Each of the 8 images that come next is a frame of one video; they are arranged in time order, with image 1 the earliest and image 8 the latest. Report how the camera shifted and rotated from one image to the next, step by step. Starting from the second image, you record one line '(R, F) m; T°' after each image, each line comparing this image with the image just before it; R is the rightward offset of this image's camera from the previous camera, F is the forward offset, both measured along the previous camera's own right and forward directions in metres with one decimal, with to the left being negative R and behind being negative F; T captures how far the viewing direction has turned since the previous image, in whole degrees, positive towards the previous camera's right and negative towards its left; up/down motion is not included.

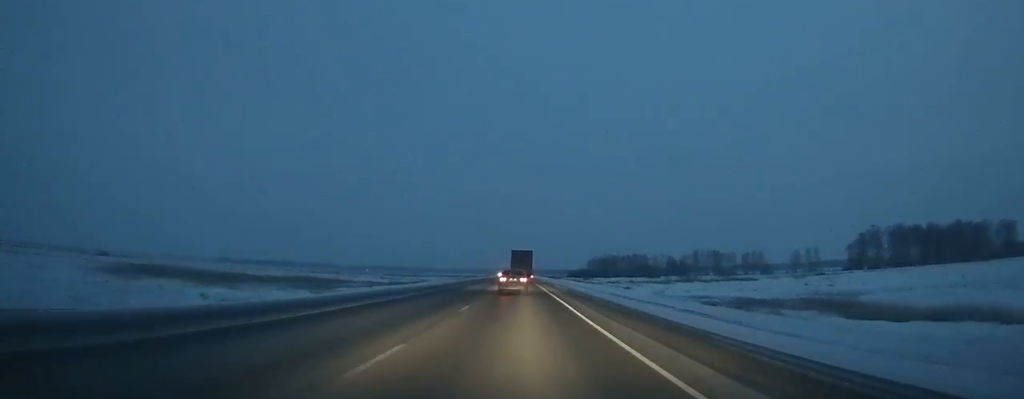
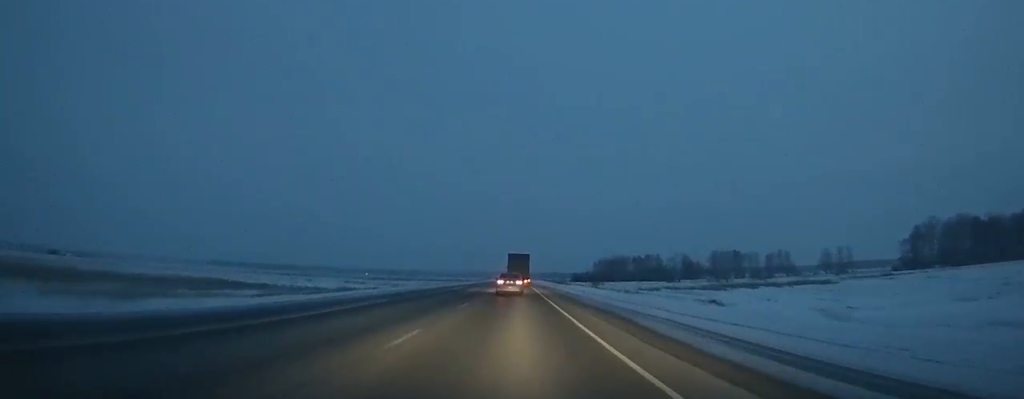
(0.0, +44.6) m; 0°
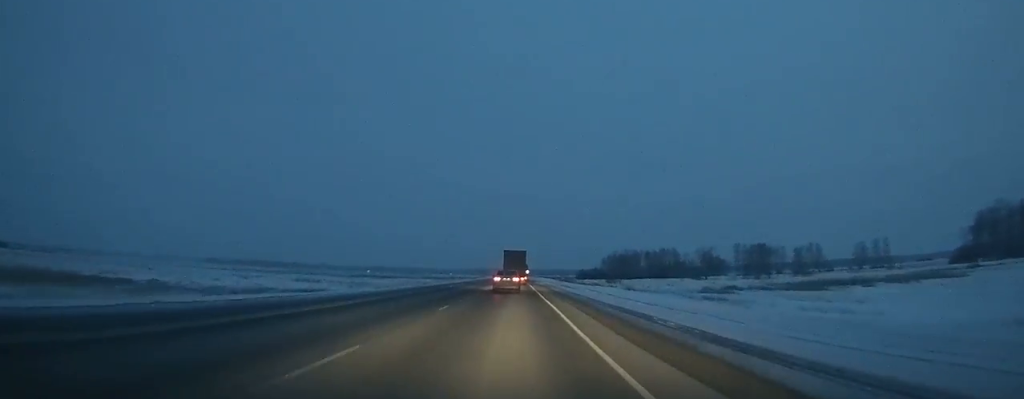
(+0.1, +38.5) m; 0°
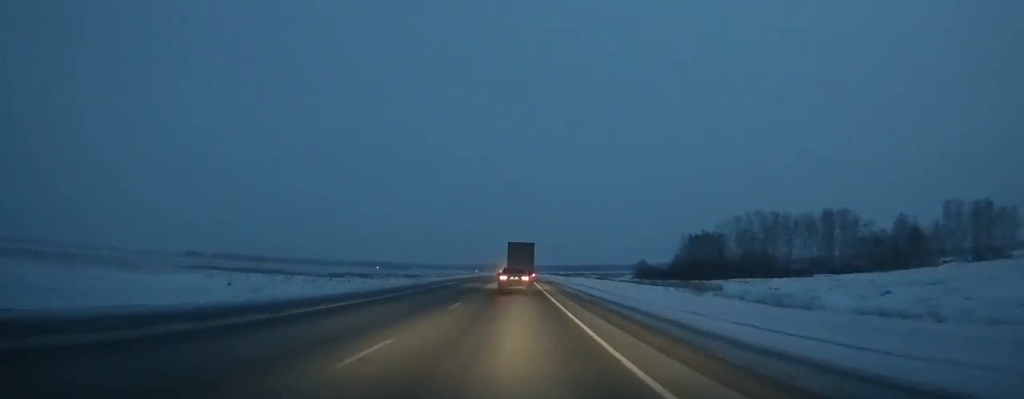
(-0.4, +175.1) m; 0°
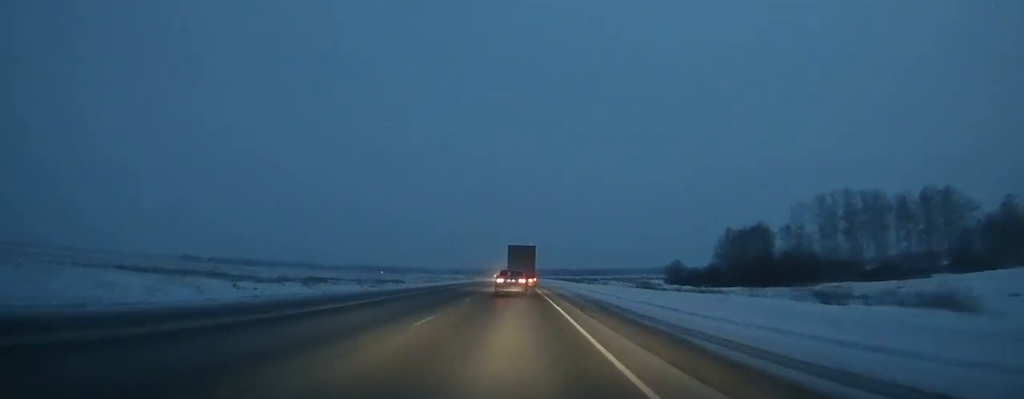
(0.0, +42.7) m; 0°
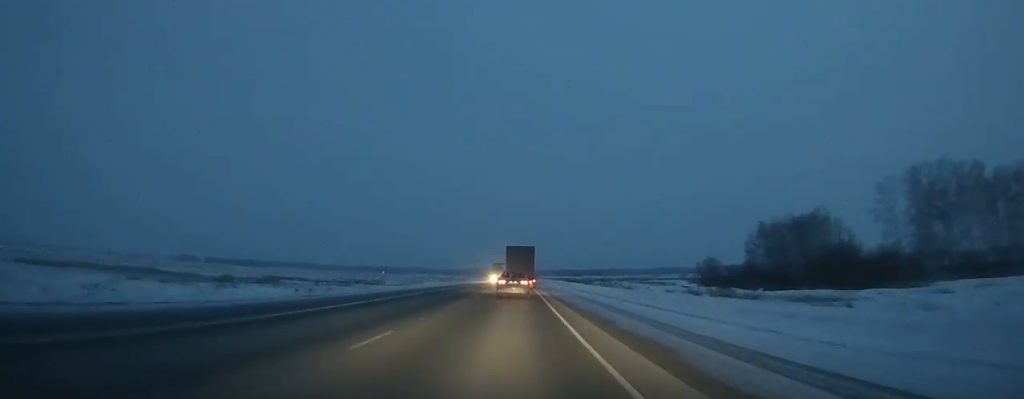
(0.0, +27.8) m; 0°
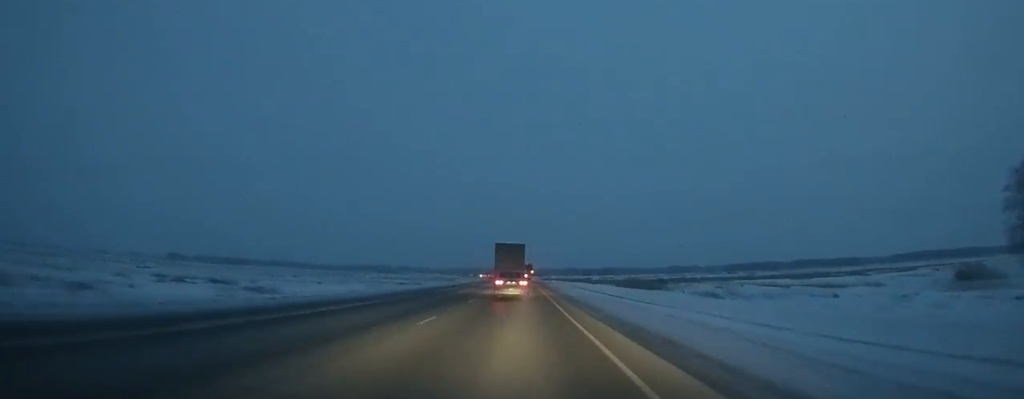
(-0.5, +103.4) m; -1°
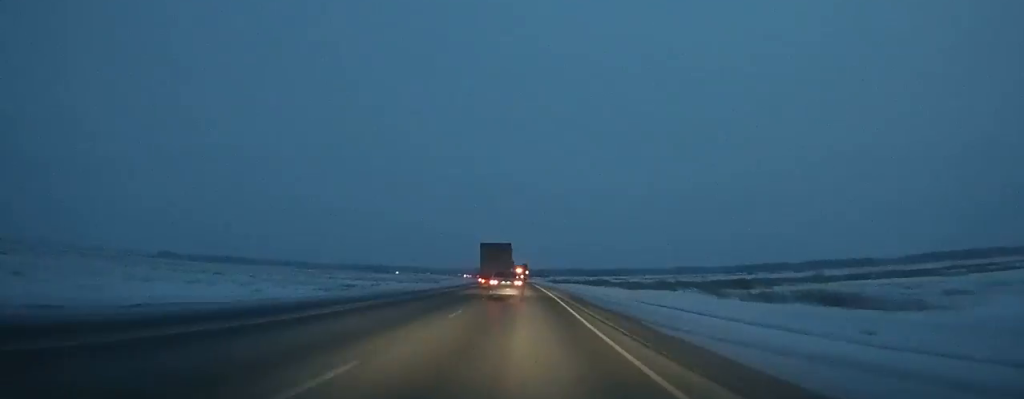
(-0.2, +55.7) m; 0°
